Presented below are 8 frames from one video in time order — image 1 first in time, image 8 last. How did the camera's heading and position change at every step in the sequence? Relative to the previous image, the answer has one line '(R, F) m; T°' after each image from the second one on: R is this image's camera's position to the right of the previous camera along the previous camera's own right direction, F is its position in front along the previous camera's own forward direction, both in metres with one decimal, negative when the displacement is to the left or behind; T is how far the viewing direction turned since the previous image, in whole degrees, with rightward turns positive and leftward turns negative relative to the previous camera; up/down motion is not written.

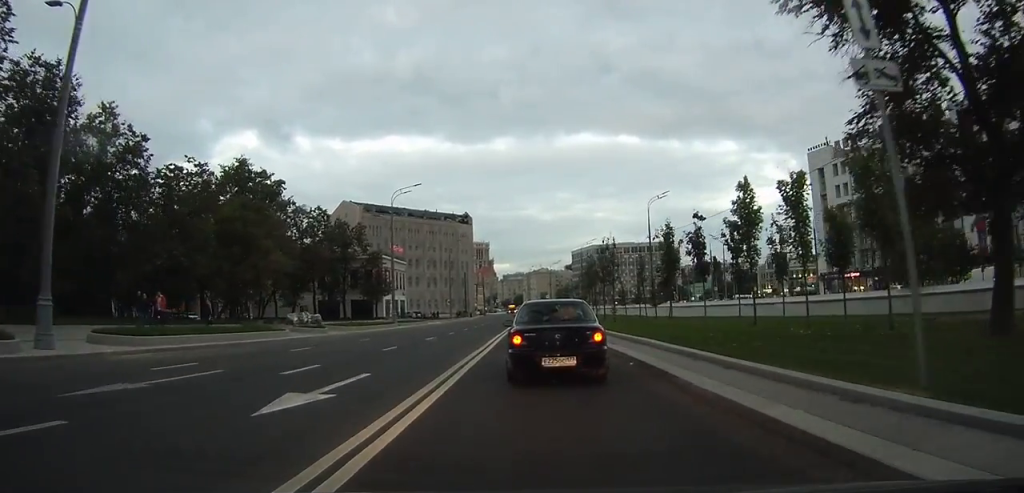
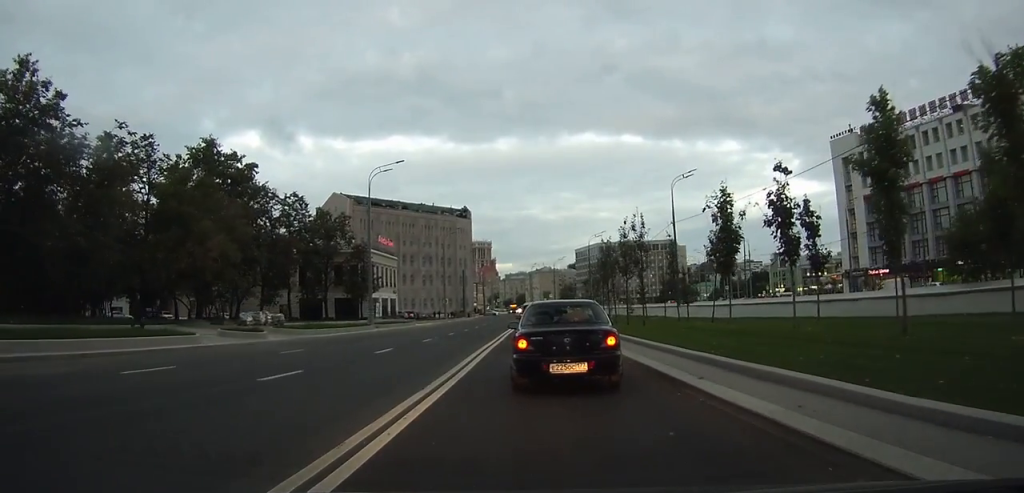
(-0.2, +9.3) m; -4°
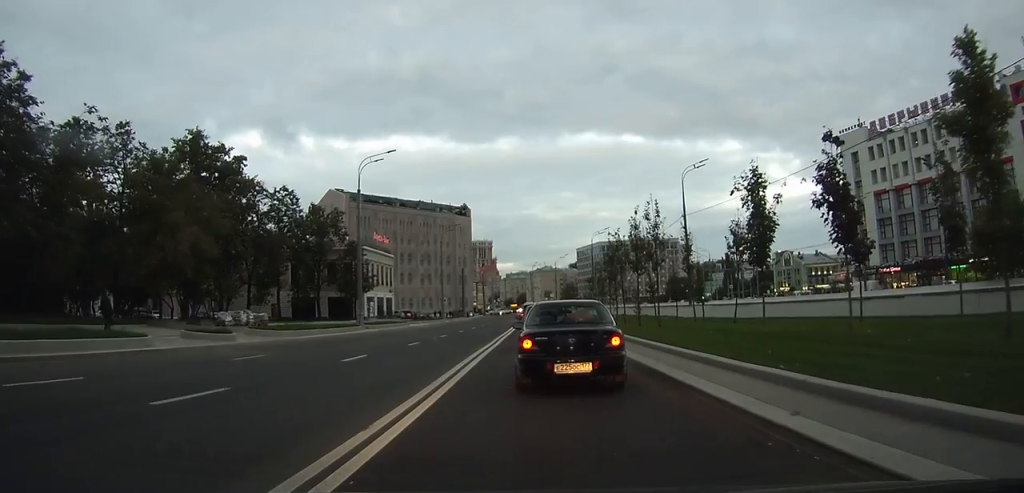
(-0.1, +3.3) m; -1°
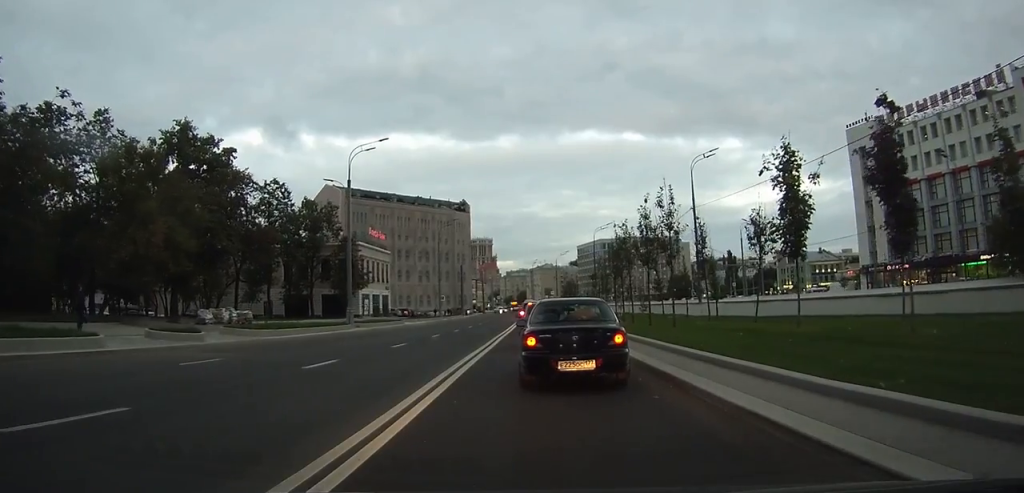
(0.0, +2.7) m; +1°
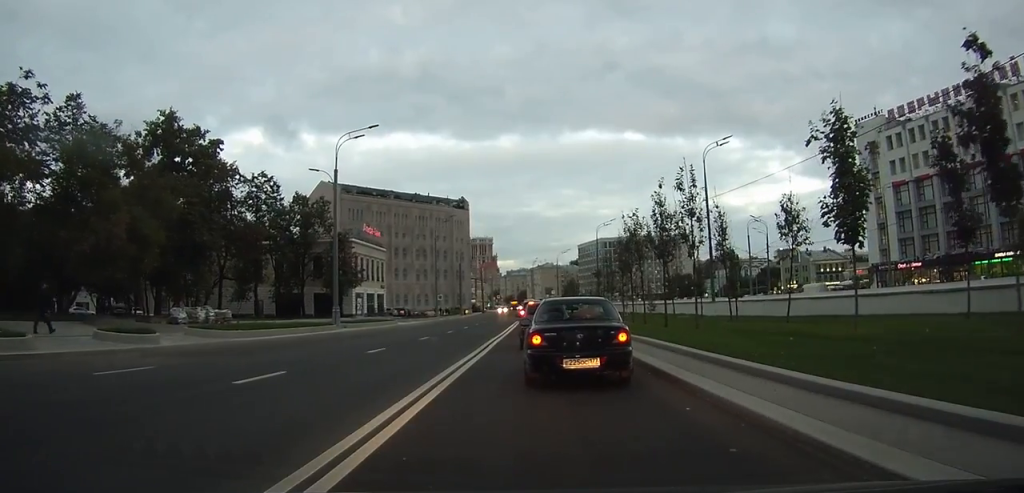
(0.0, +3.2) m; +1°
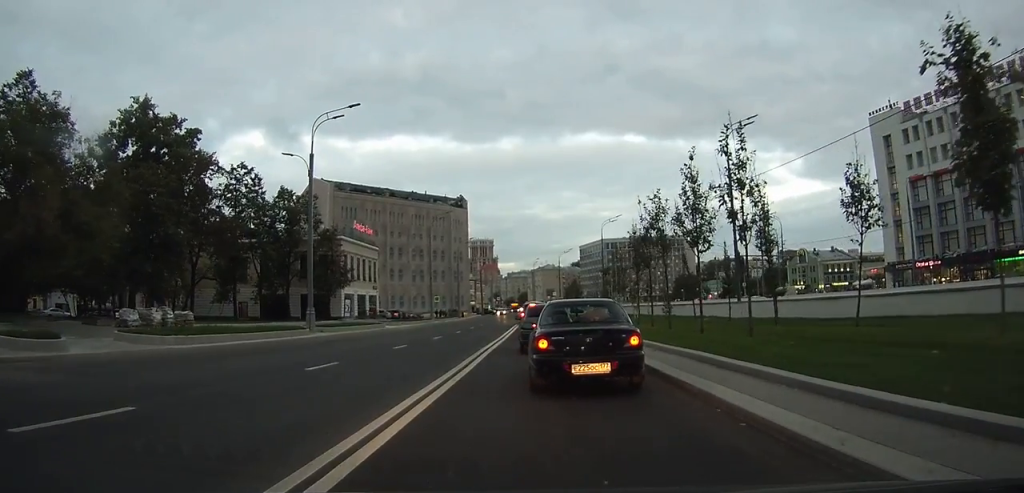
(0.0, +4.6) m; 0°
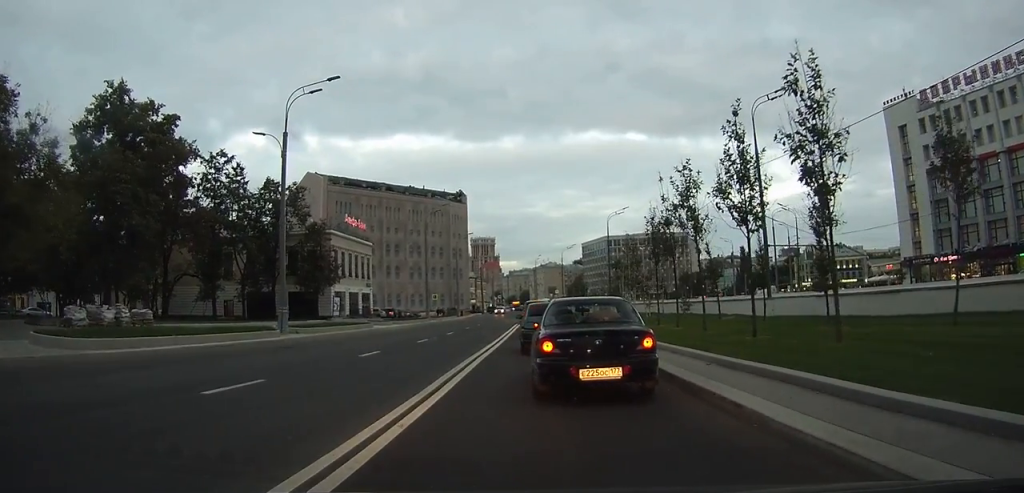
(0.0, +4.2) m; 0°
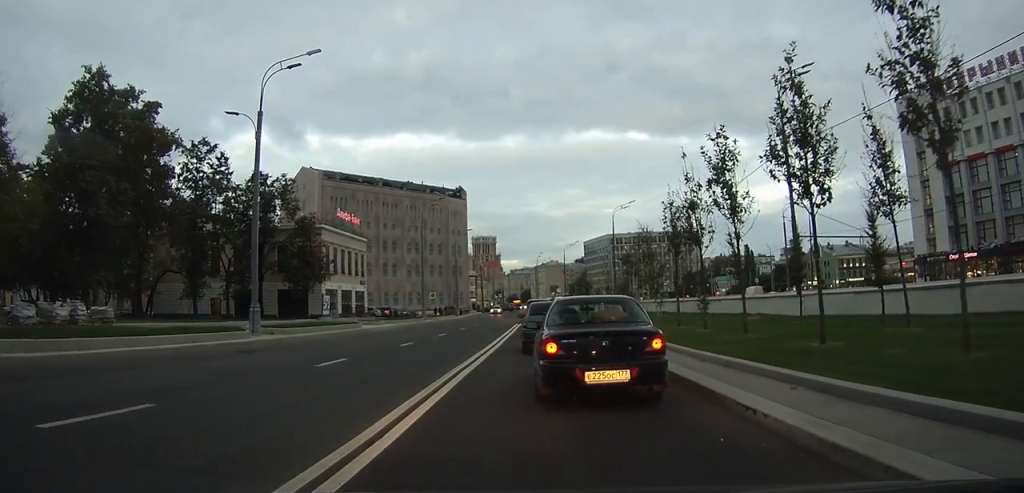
(0.0, +3.6) m; 0°
